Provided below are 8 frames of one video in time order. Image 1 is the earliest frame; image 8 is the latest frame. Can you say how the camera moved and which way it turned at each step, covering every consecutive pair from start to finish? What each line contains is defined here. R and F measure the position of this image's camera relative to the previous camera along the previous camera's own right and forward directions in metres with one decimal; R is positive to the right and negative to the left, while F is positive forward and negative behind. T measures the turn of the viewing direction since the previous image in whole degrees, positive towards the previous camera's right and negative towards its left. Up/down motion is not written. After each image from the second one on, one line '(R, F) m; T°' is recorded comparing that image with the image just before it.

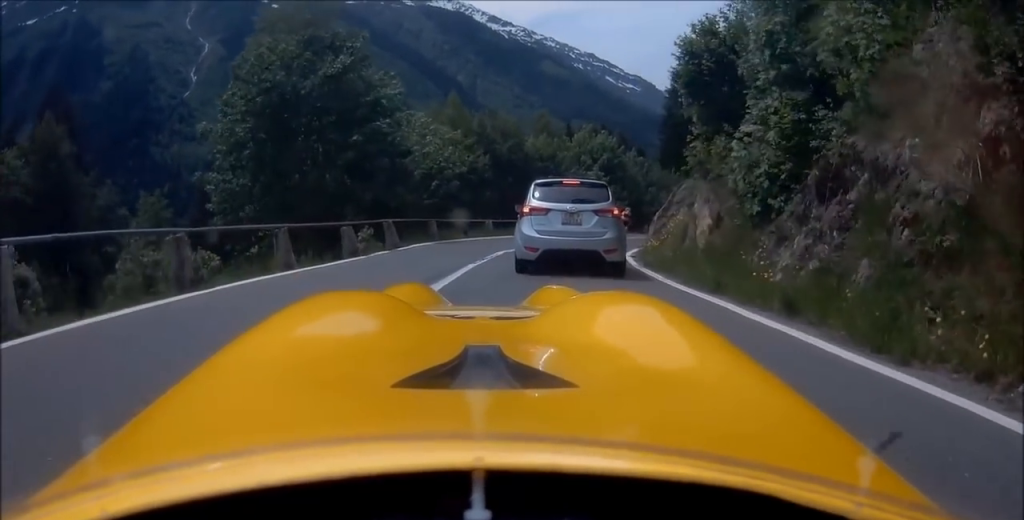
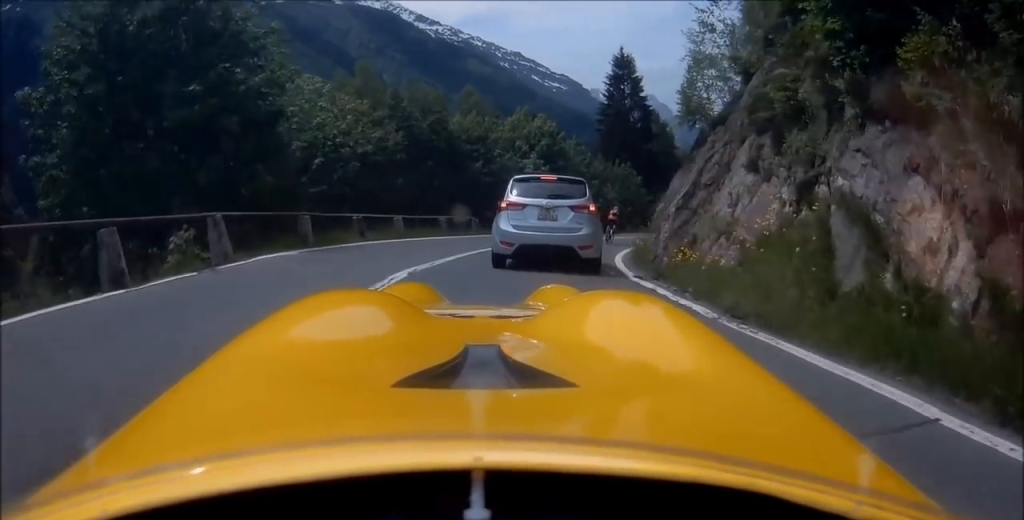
(+0.4, +7.6) m; +3°
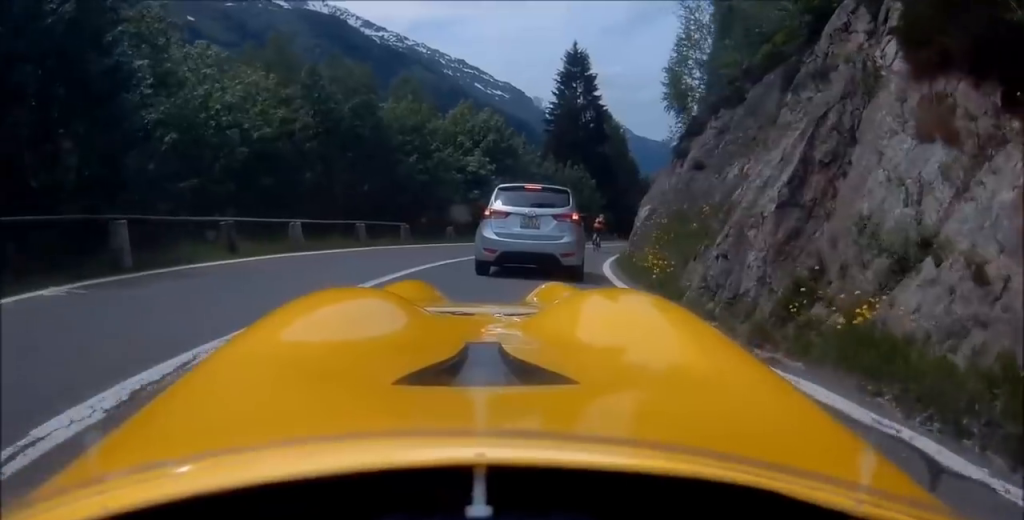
(0.0, +5.6) m; +2°
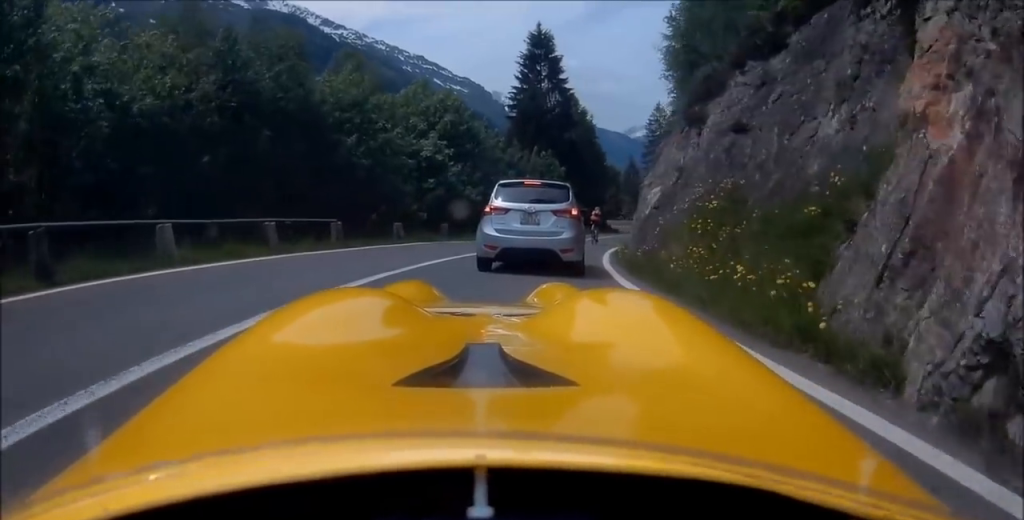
(-0.2, +4.8) m; +2°
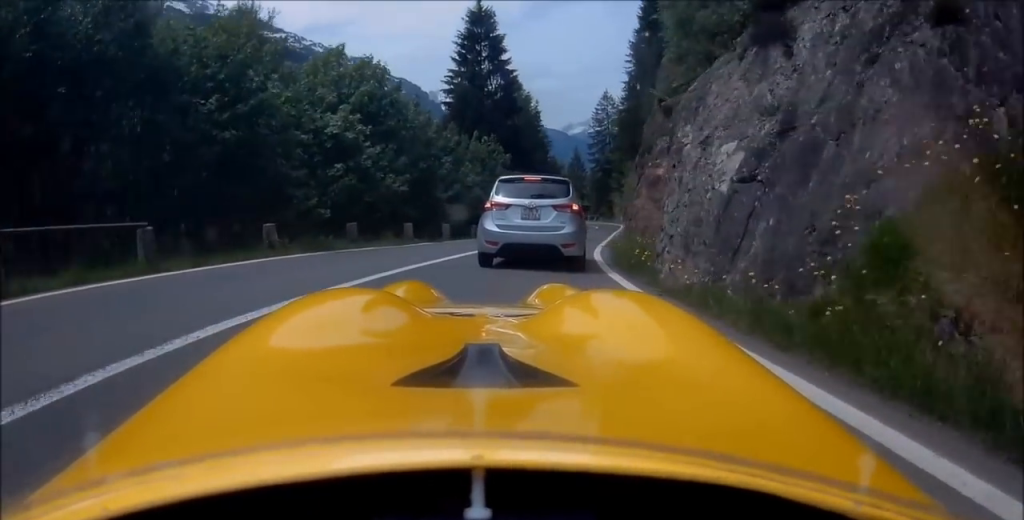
(+0.4, +7.0) m; +4°
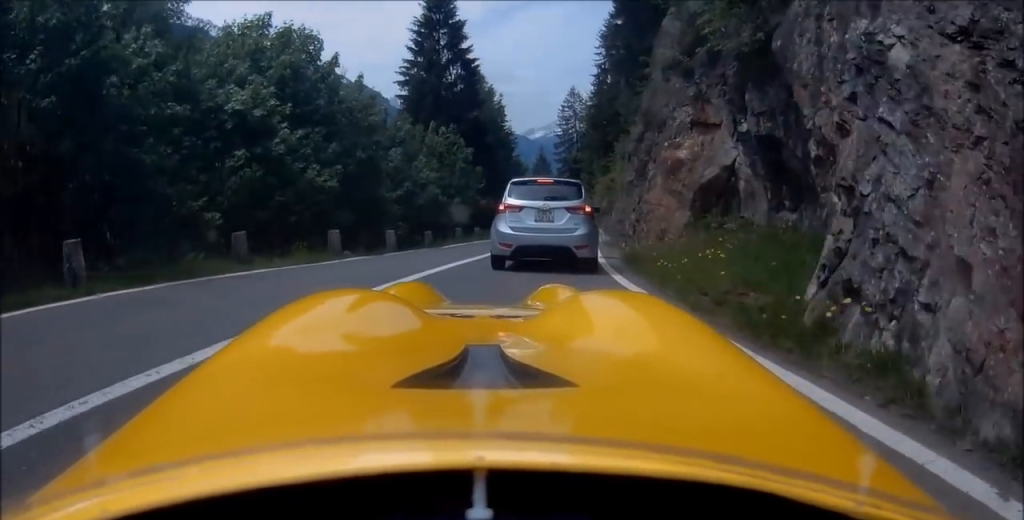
(+0.1, +5.6) m; +3°
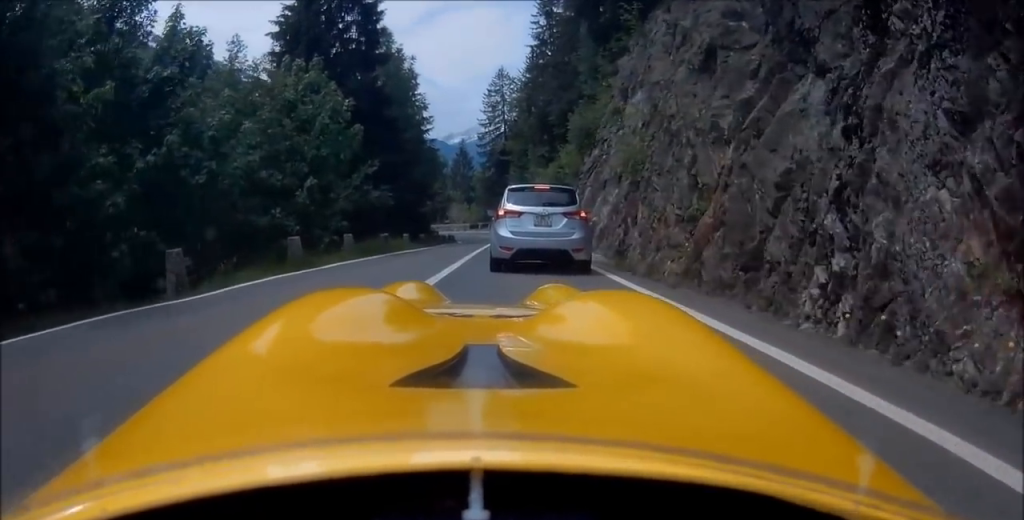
(+0.9, +15.0) m; +6°
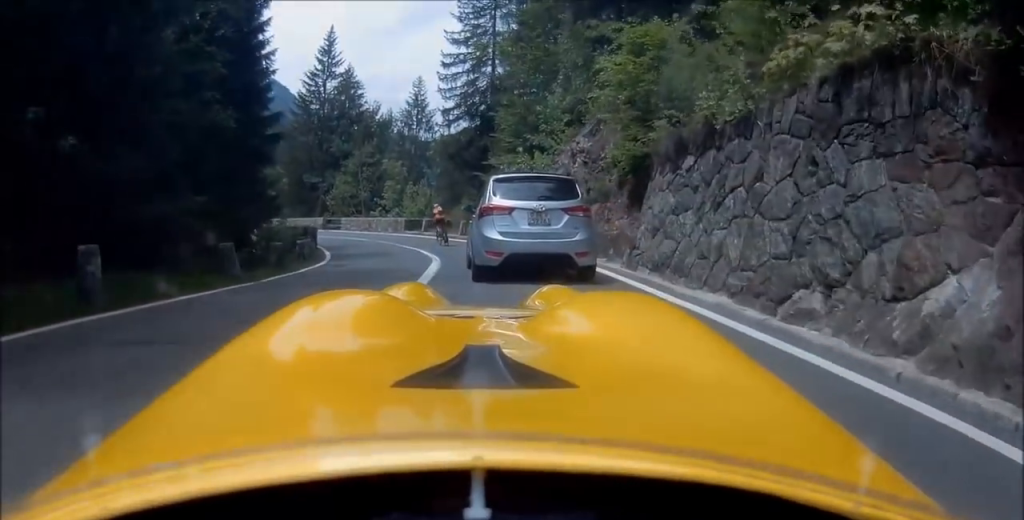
(+3.5, +37.4) m; +10°
